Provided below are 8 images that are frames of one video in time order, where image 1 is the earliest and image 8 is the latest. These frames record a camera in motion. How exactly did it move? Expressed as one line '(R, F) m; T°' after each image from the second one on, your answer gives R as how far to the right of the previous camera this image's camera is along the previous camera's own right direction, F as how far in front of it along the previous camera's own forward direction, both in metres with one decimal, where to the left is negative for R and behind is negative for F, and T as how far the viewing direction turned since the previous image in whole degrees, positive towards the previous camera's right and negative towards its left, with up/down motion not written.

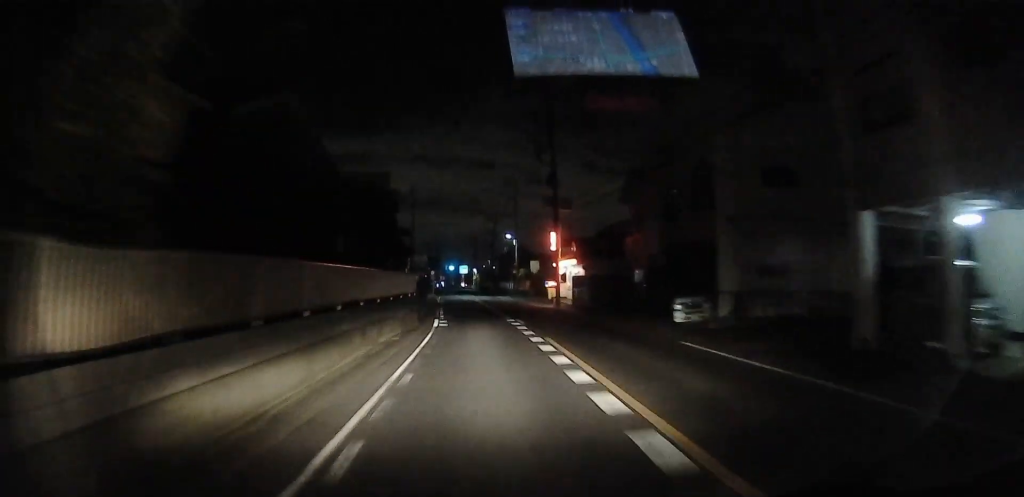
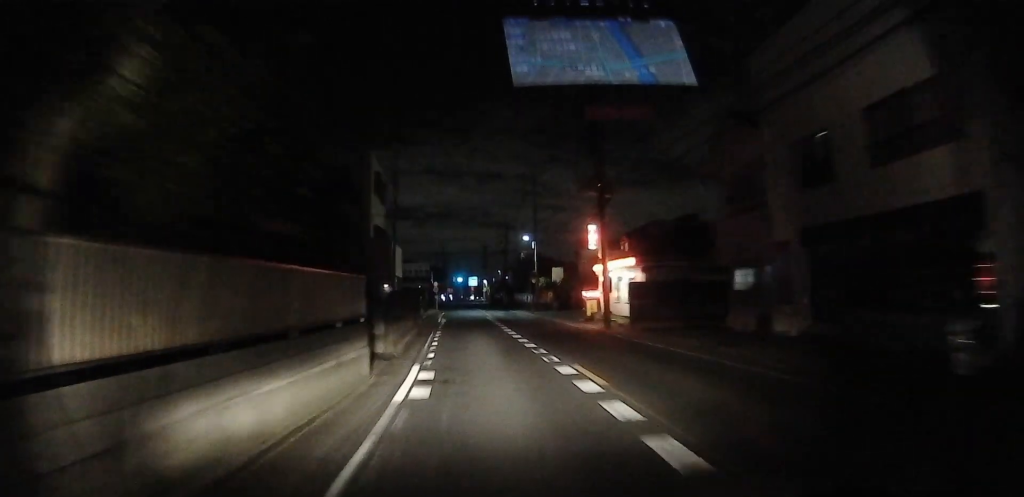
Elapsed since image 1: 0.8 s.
(+0.3, +11.8) m; +1°
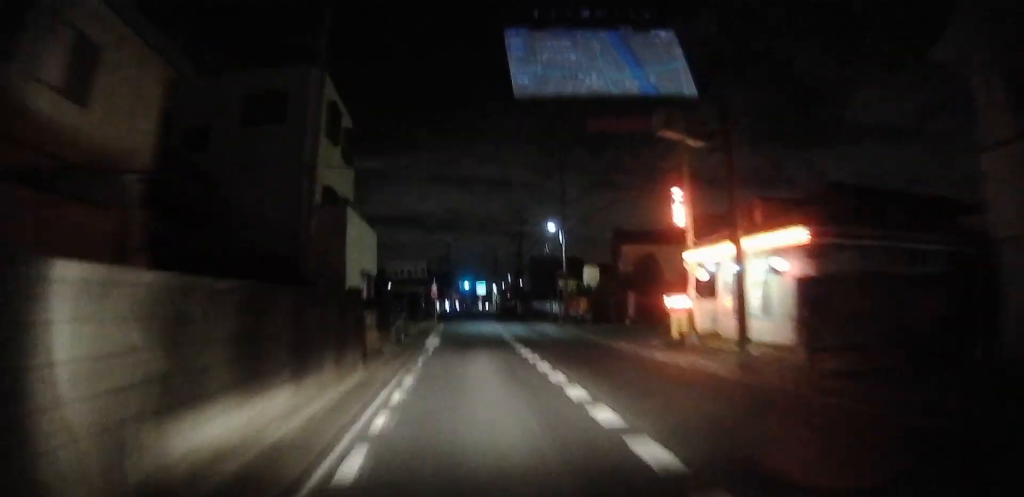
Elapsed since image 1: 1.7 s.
(0.0, +14.0) m; -2°
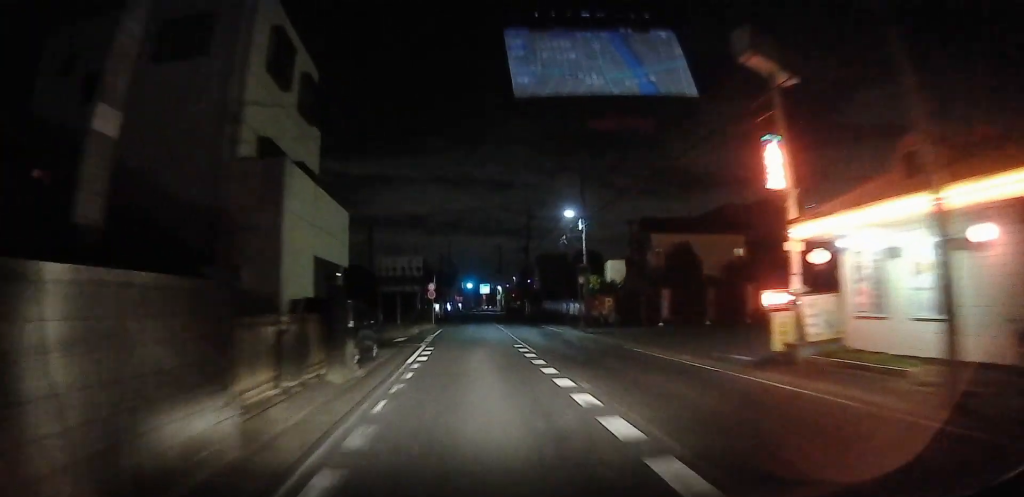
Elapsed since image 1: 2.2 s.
(-0.2, +7.0) m; -1°
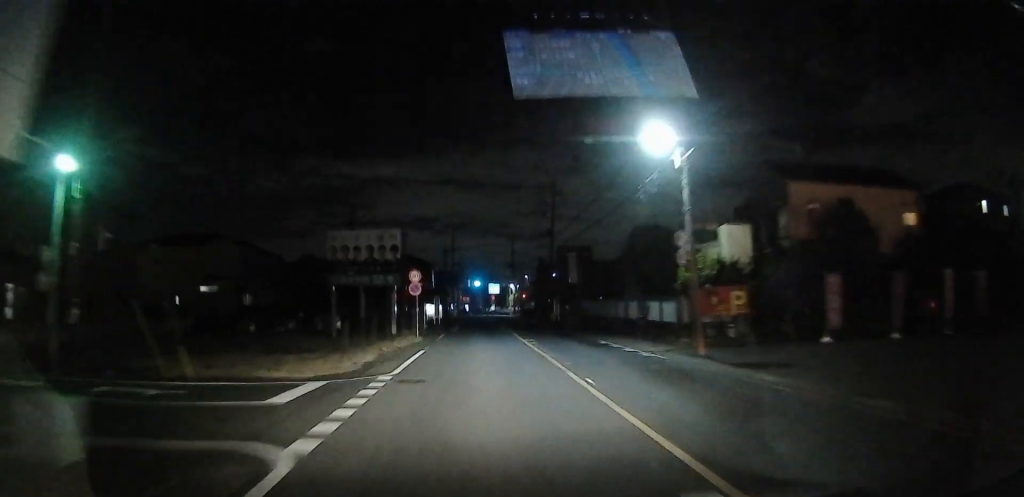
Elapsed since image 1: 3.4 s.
(-0.3, +17.3) m; -1°
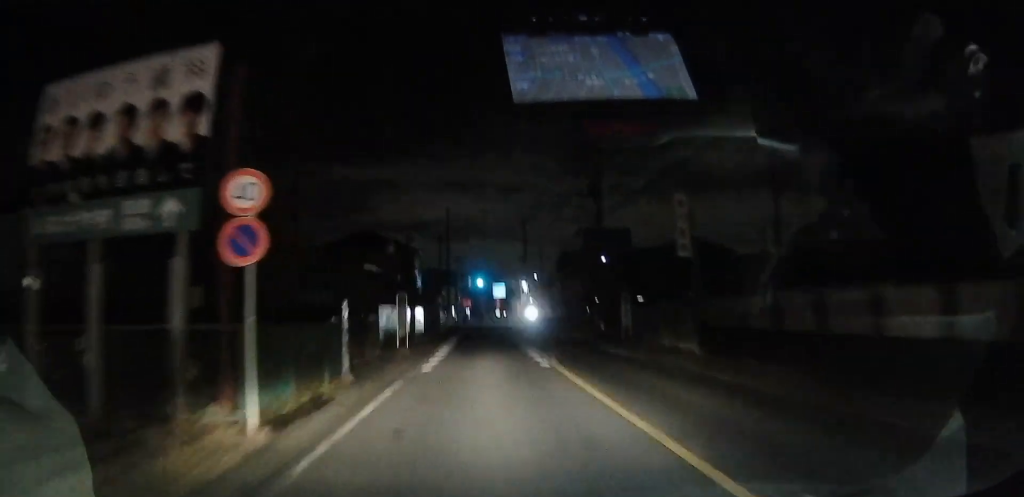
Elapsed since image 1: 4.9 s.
(0.0, +22.0) m; 0°
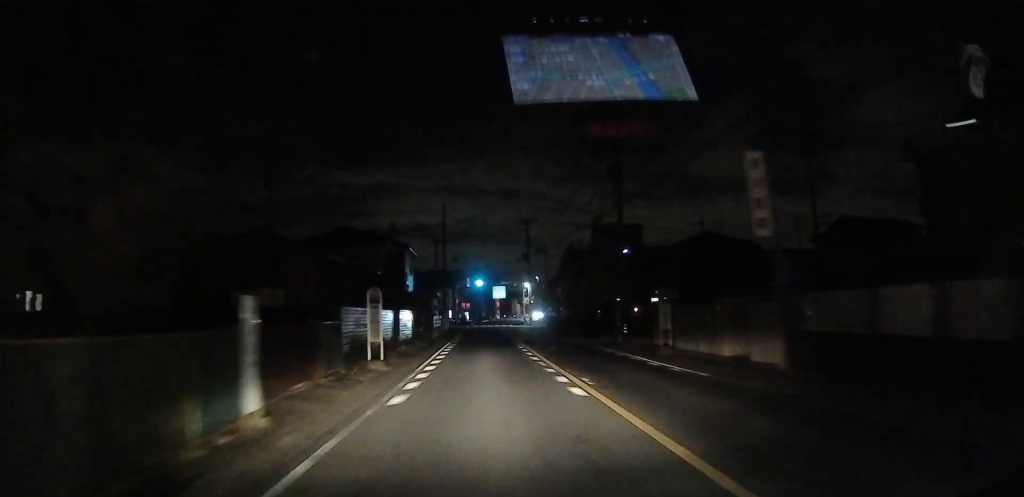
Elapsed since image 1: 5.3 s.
(0.0, +5.8) m; 0°
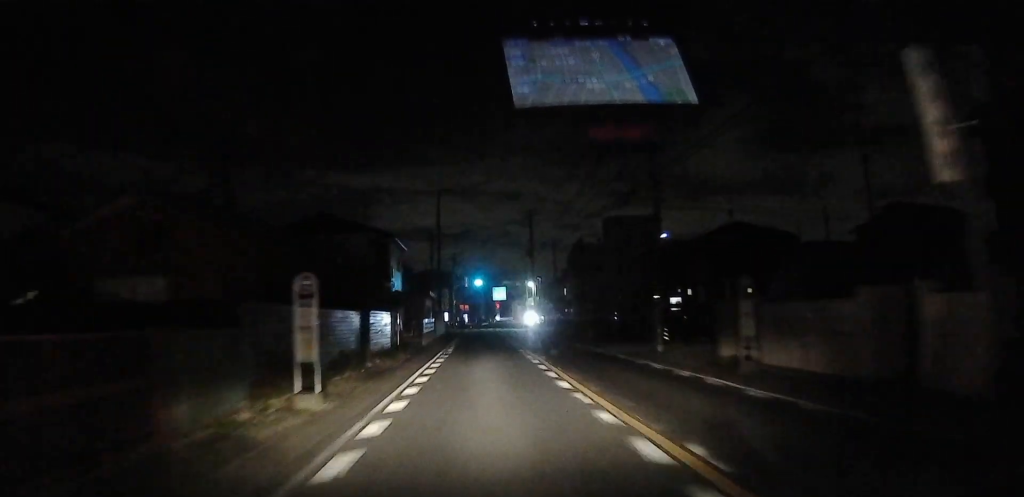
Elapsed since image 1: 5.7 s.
(0.0, +6.7) m; 0°
